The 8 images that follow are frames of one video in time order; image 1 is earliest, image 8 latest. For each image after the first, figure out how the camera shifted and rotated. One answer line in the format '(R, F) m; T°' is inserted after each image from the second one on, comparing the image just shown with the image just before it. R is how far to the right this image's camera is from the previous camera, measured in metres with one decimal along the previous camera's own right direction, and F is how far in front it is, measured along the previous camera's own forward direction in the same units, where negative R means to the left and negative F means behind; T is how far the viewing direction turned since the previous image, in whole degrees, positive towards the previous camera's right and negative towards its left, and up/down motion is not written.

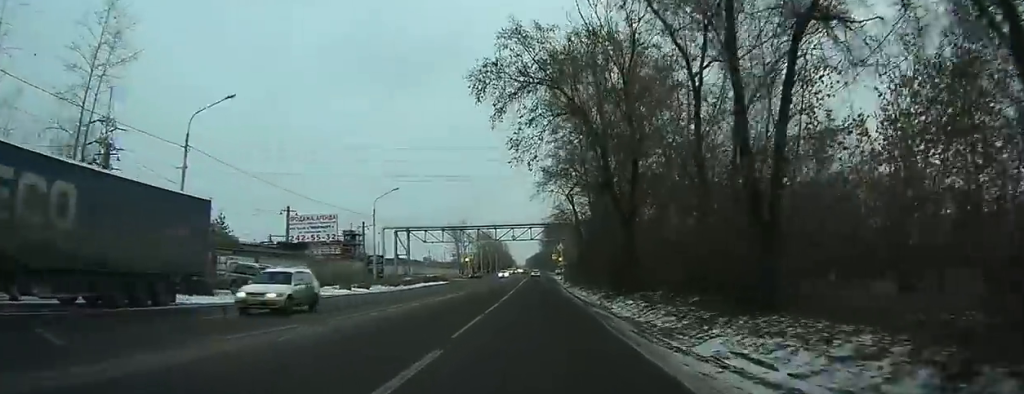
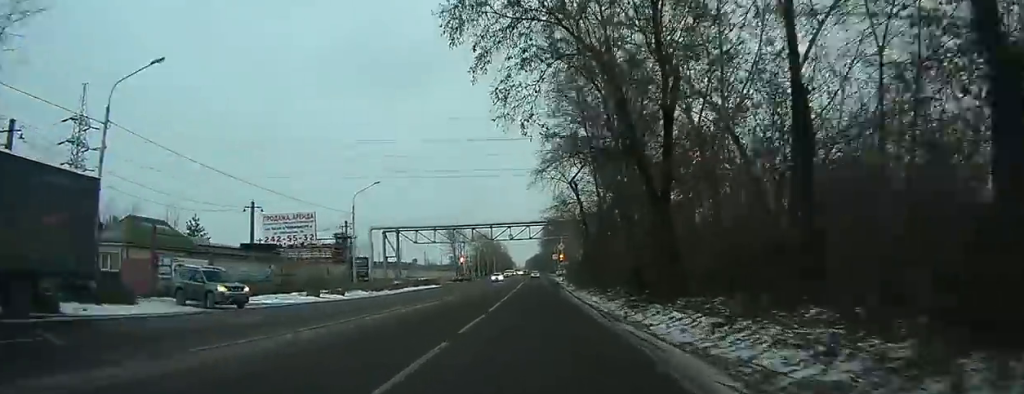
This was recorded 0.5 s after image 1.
(+0.1, +6.7) m; 0°
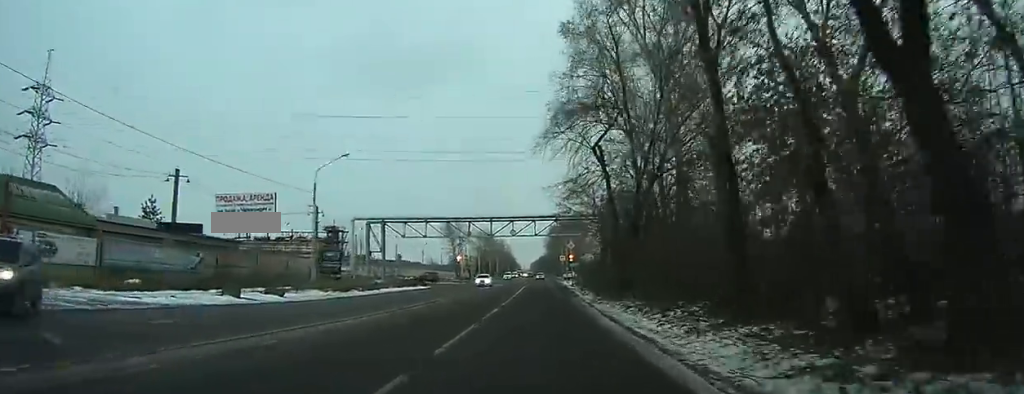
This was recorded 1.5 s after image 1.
(-0.1, +11.8) m; -1°
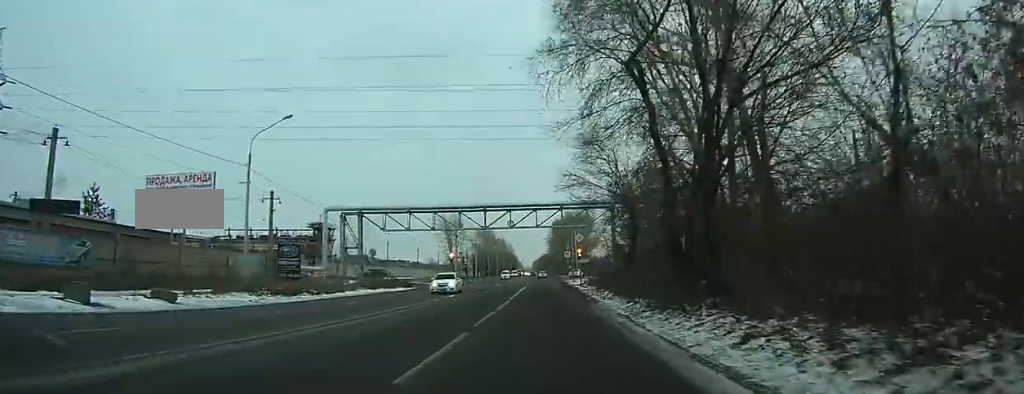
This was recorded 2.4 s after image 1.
(-0.1, +10.6) m; 0°
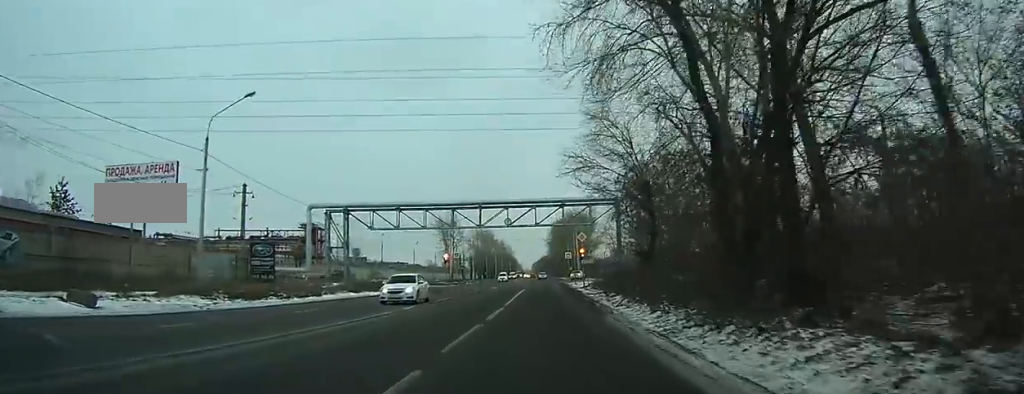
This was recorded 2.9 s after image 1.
(0.0, +4.7) m; 0°
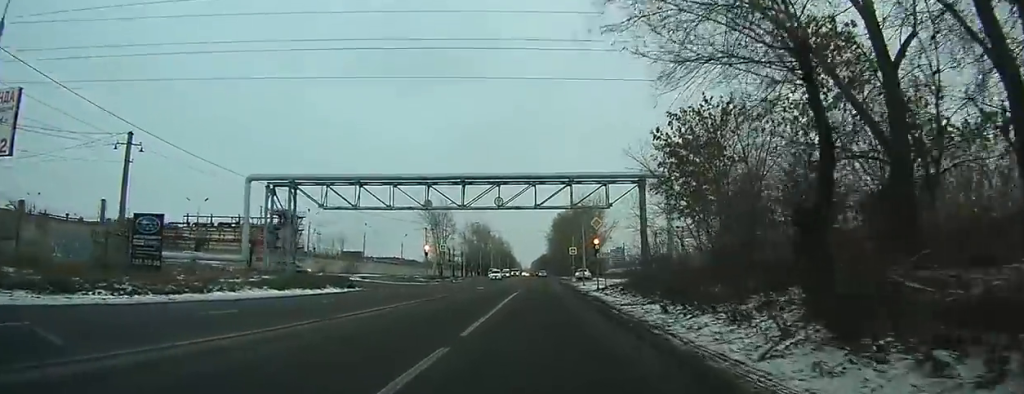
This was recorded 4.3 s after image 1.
(-0.1, +13.3) m; -1°
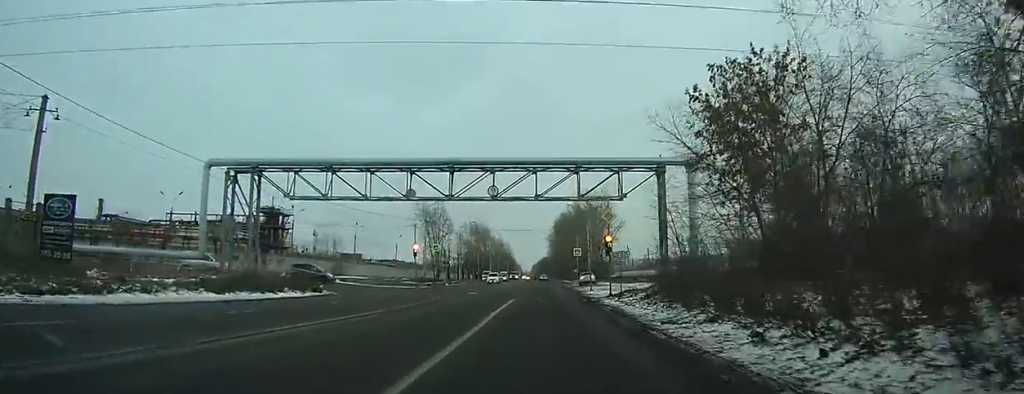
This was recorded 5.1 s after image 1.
(0.0, +6.5) m; 0°
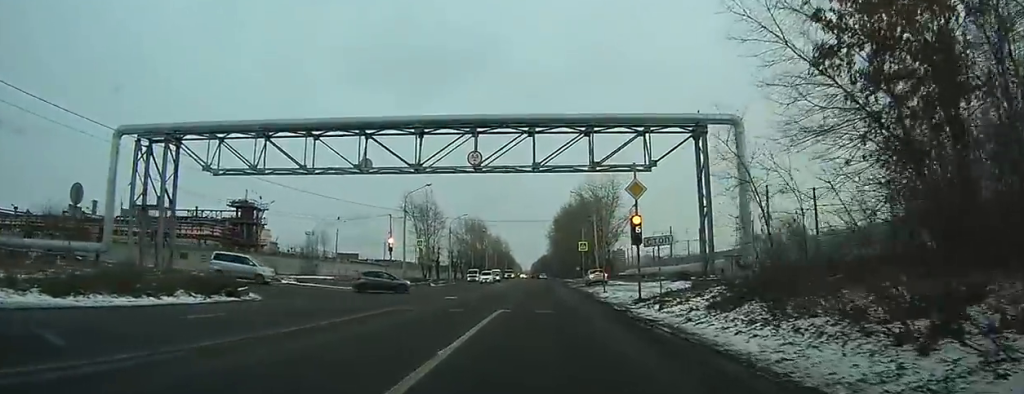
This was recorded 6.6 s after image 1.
(+0.1, +9.5) m; +1°
